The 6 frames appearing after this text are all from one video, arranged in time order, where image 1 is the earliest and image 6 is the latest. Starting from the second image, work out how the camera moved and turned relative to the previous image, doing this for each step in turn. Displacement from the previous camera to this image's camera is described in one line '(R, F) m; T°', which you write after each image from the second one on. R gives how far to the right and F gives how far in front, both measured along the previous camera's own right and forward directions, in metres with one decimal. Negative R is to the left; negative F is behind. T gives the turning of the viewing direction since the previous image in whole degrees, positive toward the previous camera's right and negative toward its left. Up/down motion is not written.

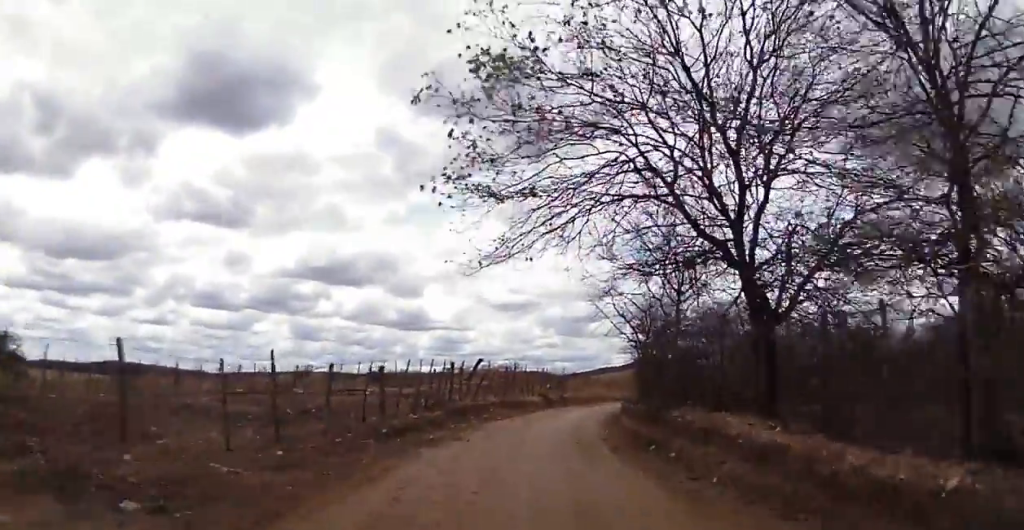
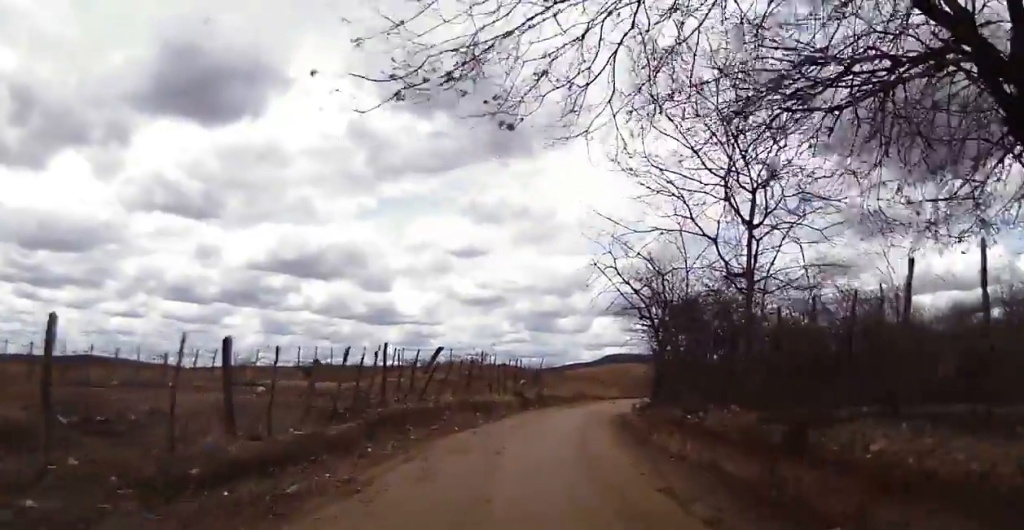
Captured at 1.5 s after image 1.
(+0.2, +8.2) m; +6°
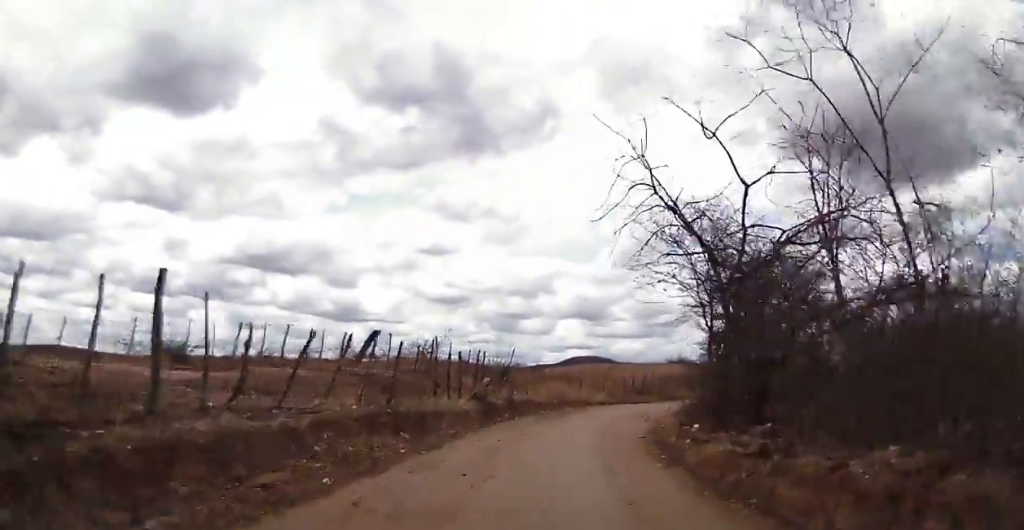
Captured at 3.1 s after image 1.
(-0.3, +9.8) m; -1°
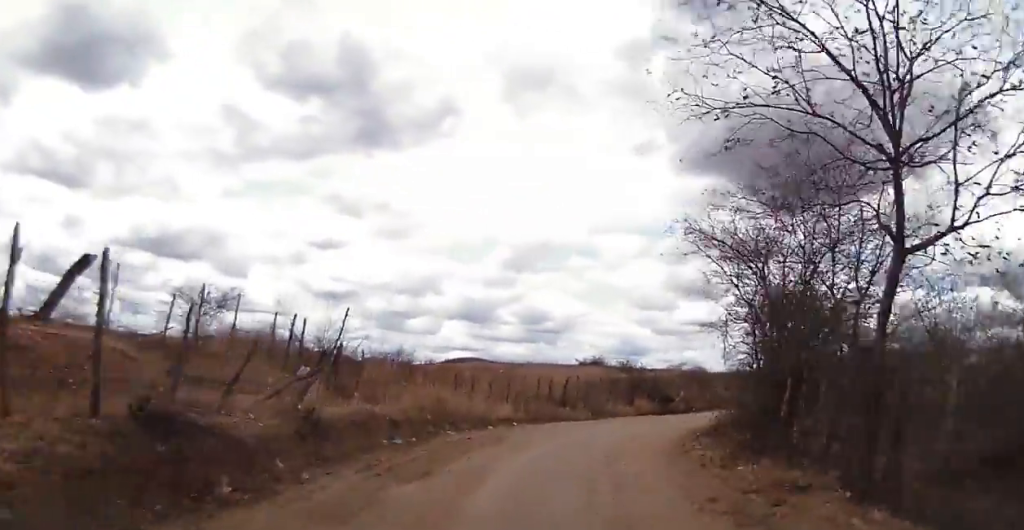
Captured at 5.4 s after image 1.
(+1.0, +14.7) m; +5°
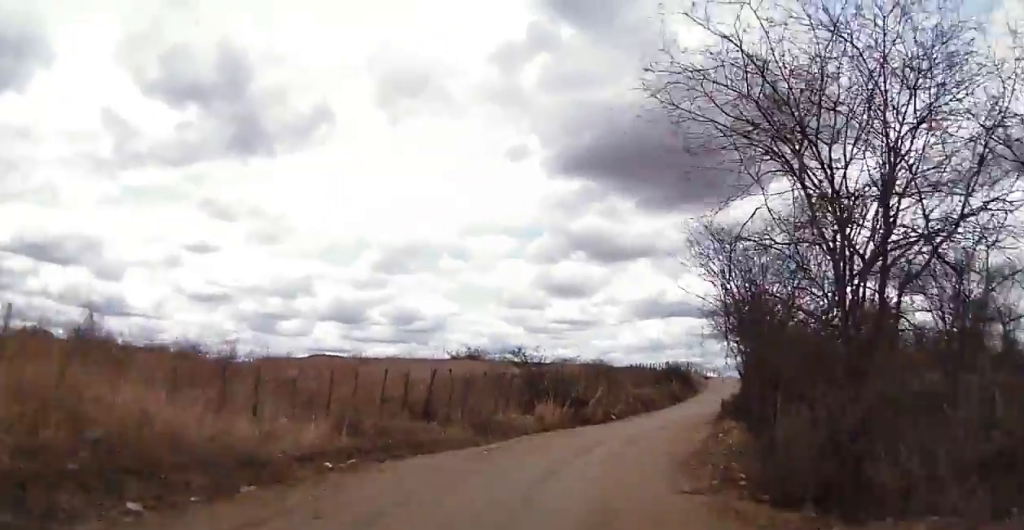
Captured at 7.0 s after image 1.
(+0.9, +10.6) m; +11°
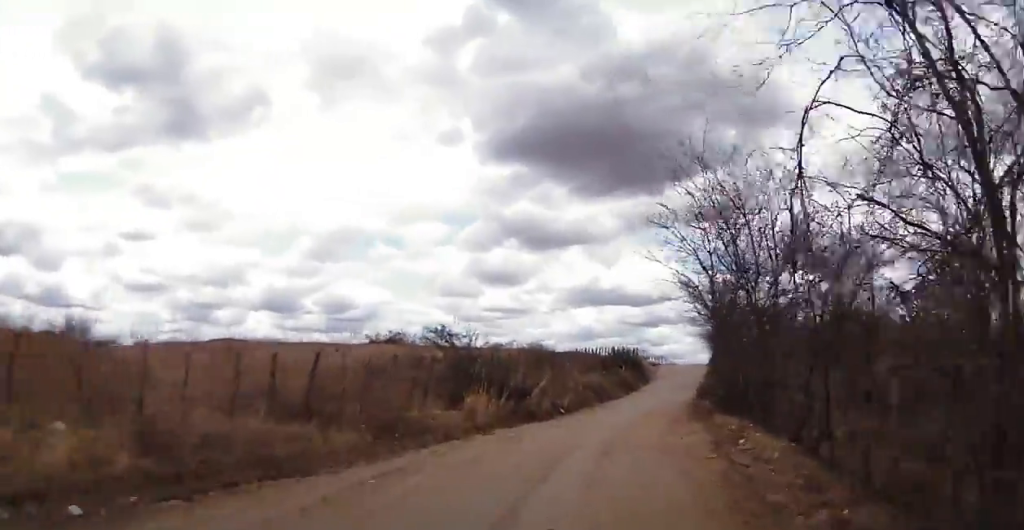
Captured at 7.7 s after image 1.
(+0.3, +5.4) m; +6°
